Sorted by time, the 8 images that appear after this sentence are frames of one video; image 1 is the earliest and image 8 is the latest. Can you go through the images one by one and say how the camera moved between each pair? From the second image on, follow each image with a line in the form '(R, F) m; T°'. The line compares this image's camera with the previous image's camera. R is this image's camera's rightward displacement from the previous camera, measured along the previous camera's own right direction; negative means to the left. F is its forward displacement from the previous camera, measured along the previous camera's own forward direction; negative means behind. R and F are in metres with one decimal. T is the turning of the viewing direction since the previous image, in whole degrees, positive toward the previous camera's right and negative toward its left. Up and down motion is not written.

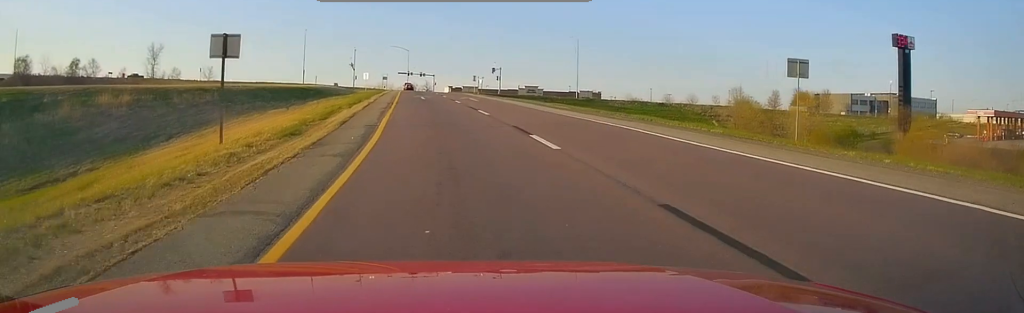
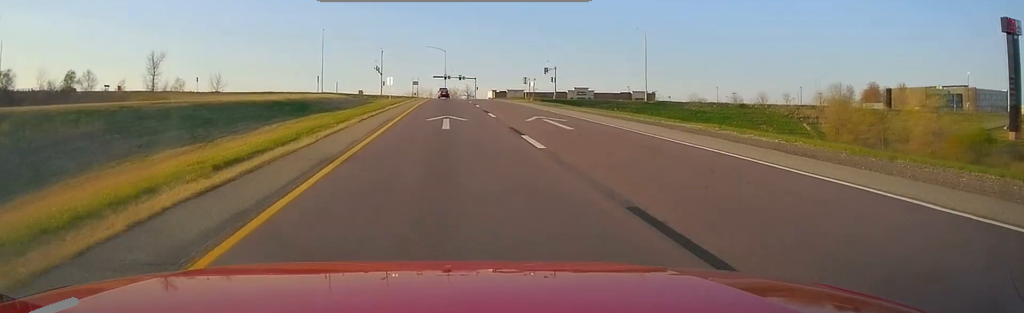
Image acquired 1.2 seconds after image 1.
(-1.0, +23.6) m; -6°
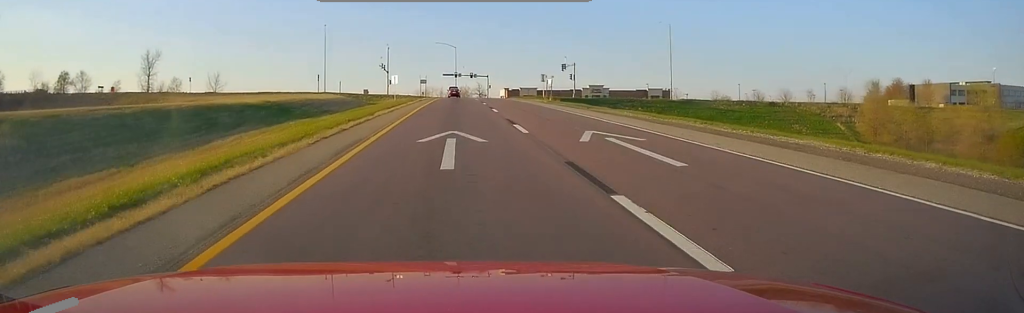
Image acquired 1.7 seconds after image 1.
(-0.3, +8.8) m; -1°
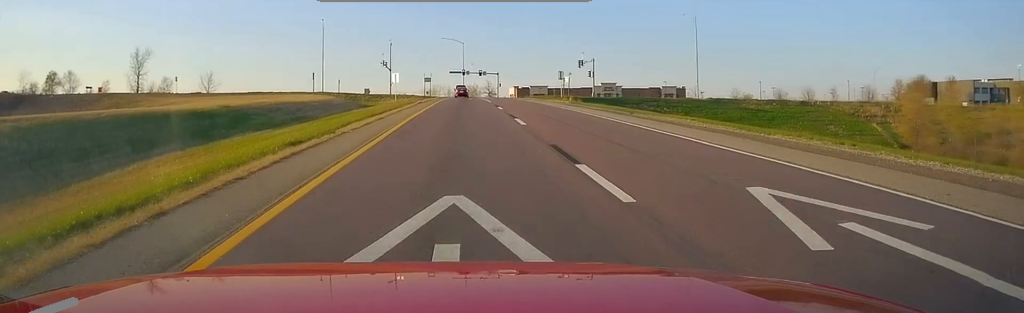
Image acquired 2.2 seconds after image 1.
(-0.2, +9.4) m; -1°
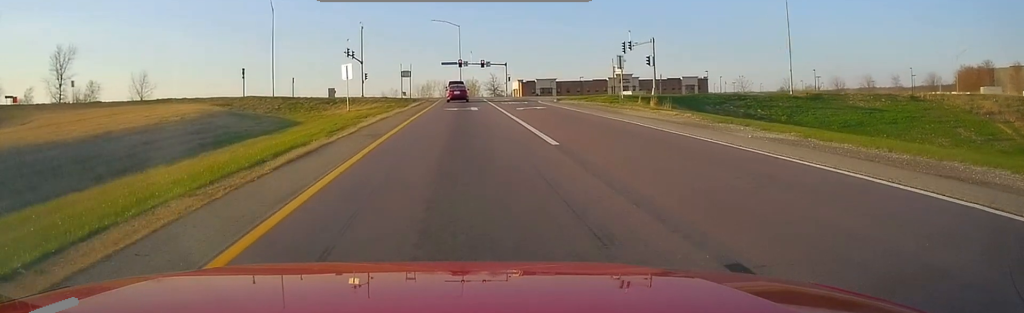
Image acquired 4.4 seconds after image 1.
(-0.4, +33.8) m; 0°
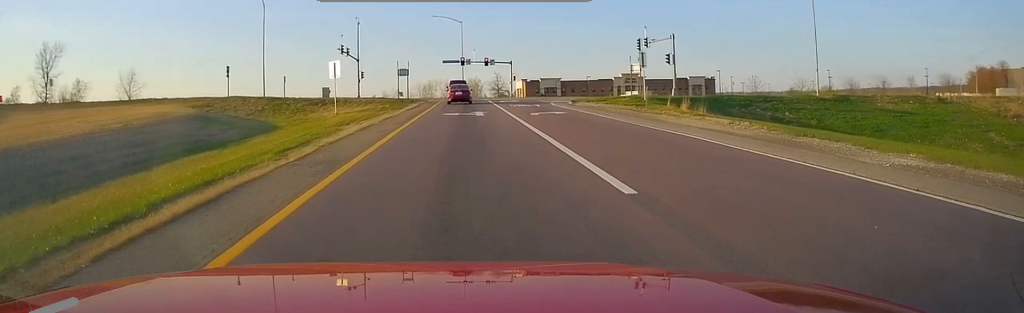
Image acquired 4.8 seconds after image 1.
(+0.3, +5.5) m; +1°
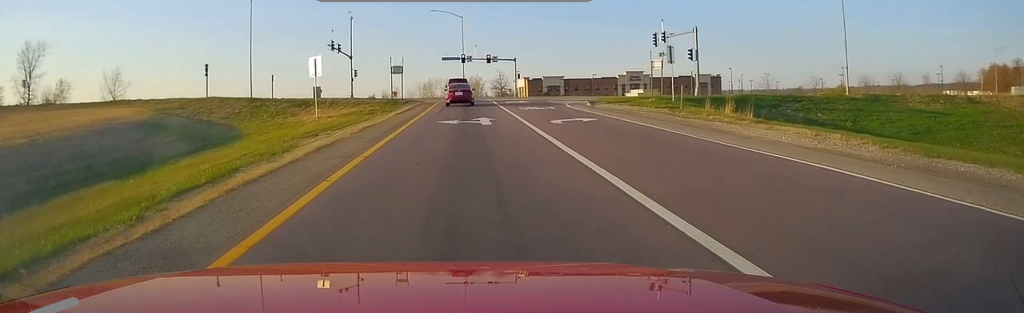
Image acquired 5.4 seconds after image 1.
(+0.2, +6.5) m; +1°
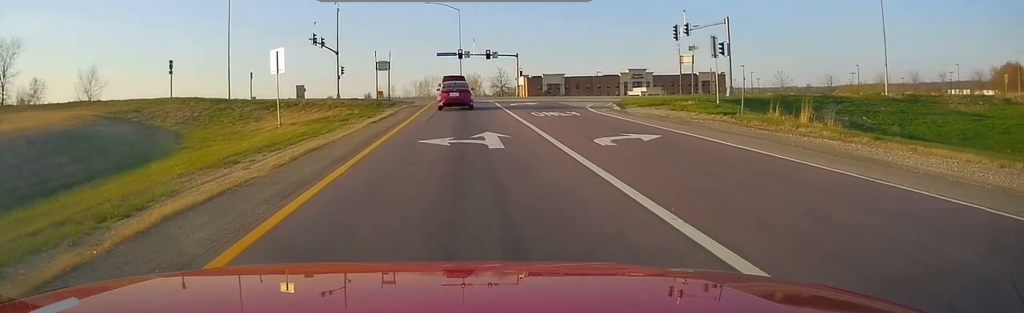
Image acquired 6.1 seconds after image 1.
(-0.2, +7.6) m; -2°
